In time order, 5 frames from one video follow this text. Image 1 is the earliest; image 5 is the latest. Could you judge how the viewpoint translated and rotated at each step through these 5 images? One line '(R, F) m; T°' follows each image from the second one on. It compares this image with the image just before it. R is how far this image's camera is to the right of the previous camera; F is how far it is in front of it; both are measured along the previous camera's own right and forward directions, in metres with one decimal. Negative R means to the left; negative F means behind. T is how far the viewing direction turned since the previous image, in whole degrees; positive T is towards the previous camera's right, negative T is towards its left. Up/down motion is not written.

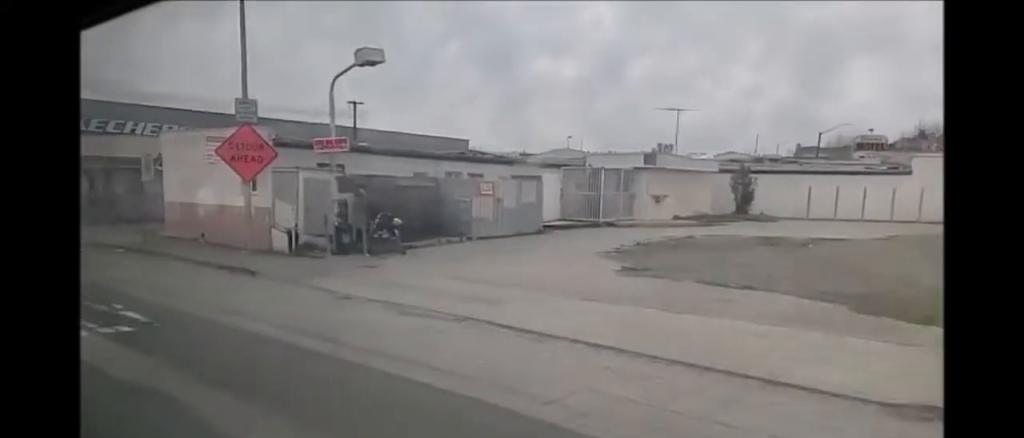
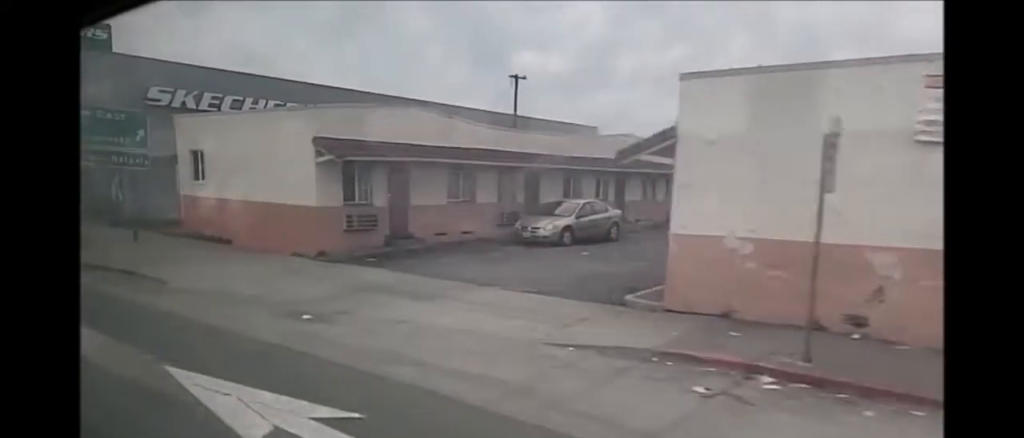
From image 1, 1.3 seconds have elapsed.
(-0.4, +19.4) m; 0°
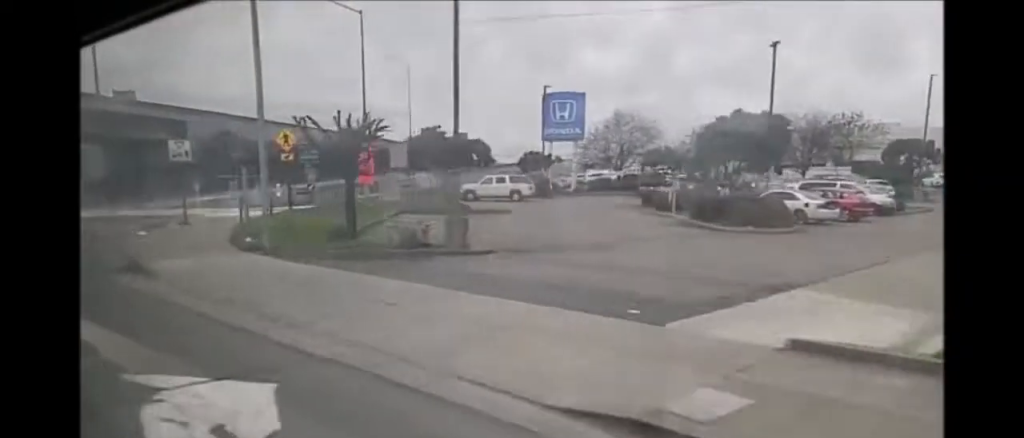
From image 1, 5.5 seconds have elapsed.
(+0.9, +64.9) m; 0°
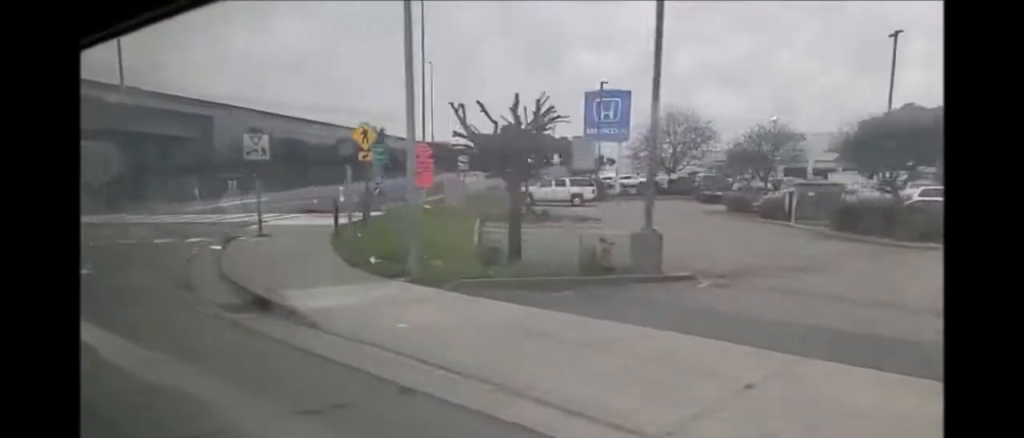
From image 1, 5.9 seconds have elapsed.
(-0.2, +5.6) m; 0°
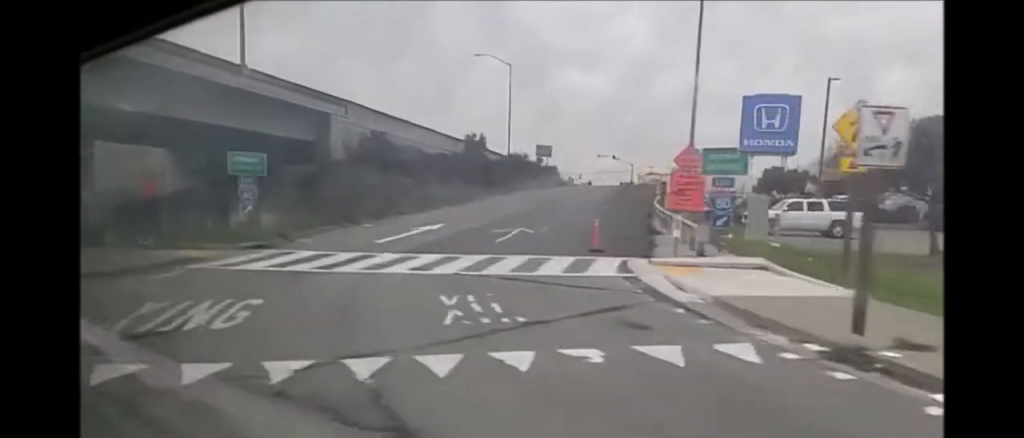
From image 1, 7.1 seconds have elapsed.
(+0.4, +15.5) m; +3°
